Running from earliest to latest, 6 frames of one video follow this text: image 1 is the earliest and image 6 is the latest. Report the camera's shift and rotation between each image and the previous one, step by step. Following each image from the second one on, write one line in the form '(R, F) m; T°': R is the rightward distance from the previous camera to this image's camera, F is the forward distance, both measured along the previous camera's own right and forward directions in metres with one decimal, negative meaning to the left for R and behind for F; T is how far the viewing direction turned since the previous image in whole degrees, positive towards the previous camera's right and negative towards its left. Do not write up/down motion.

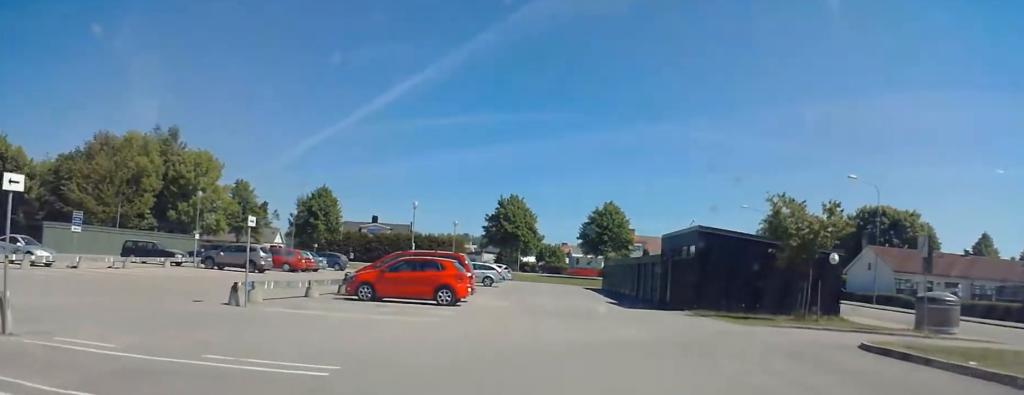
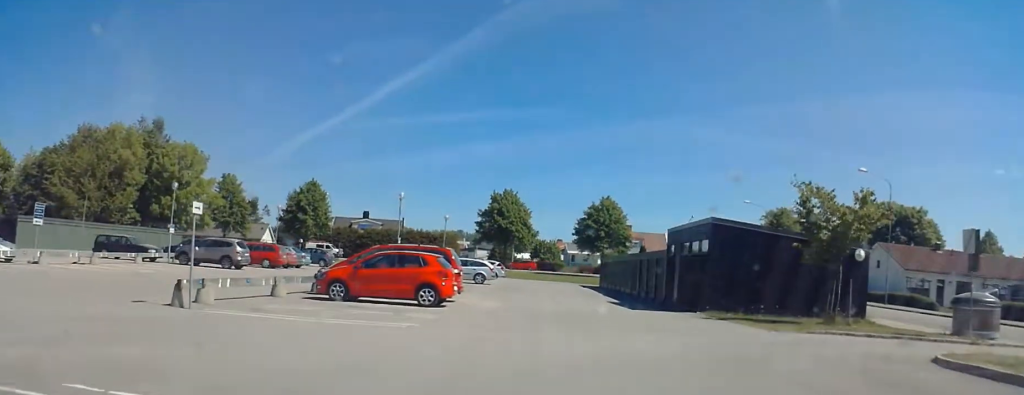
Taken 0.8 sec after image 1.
(0.0, +2.5) m; 0°
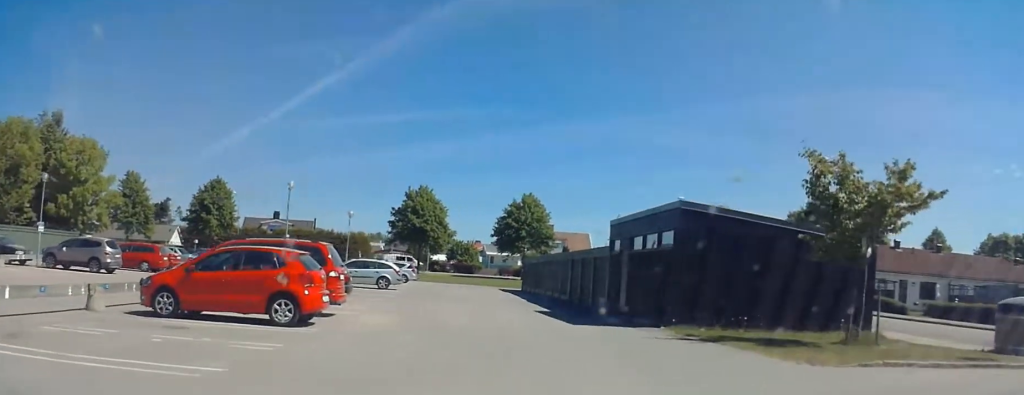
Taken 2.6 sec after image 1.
(+0.8, +6.0) m; +11°
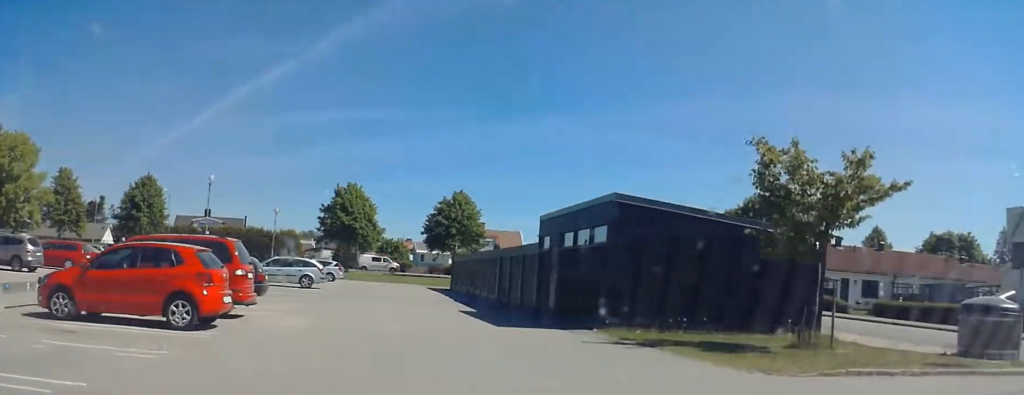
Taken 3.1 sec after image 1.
(0.0, +1.4) m; +3°
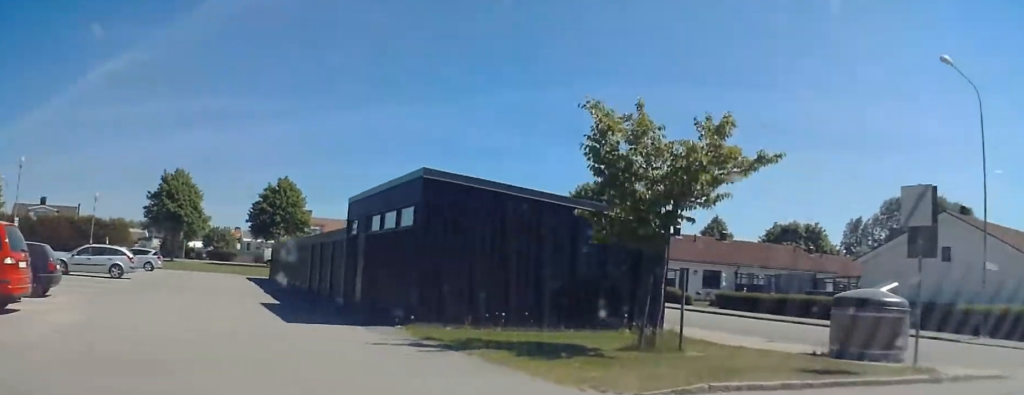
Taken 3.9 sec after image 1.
(-0.4, +2.2) m; +10°
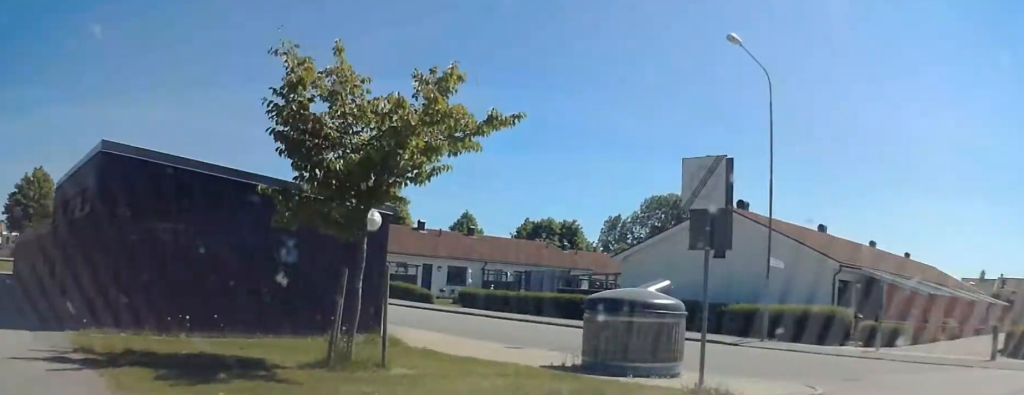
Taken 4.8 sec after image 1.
(+0.9, +2.6) m; +33°
